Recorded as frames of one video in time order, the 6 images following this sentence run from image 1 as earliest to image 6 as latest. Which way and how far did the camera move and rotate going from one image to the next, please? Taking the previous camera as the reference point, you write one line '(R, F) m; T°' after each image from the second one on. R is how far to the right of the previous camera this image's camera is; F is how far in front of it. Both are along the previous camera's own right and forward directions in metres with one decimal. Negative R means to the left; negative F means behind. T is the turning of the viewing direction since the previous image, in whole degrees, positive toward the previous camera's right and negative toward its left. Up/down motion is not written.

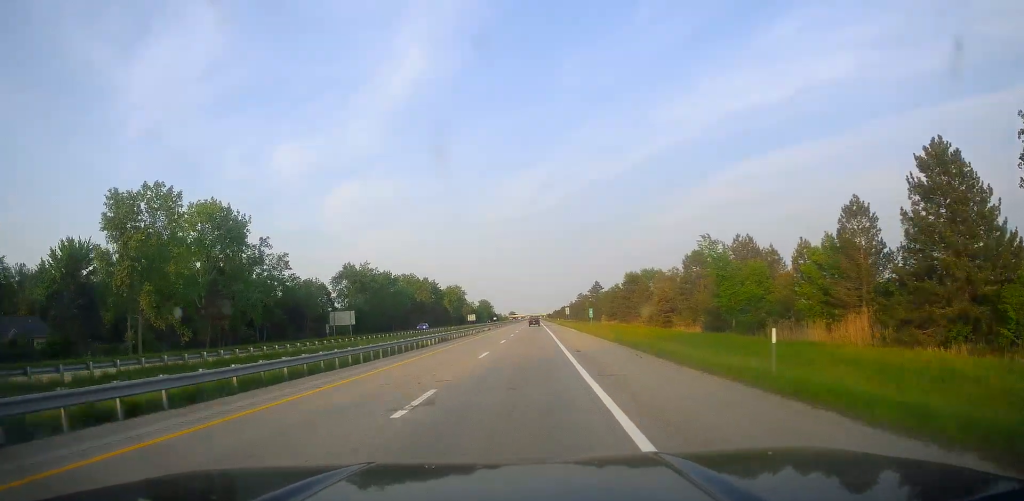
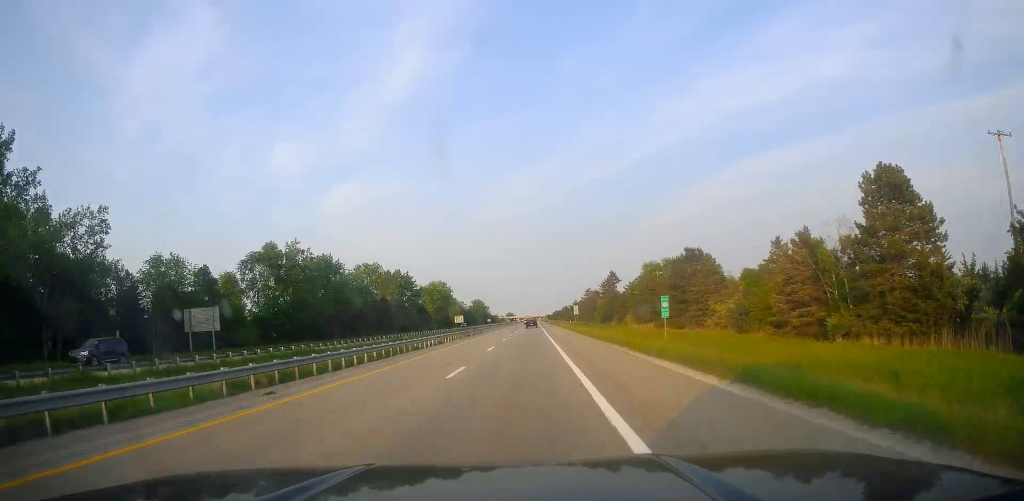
(-0.6, +53.5) m; 0°
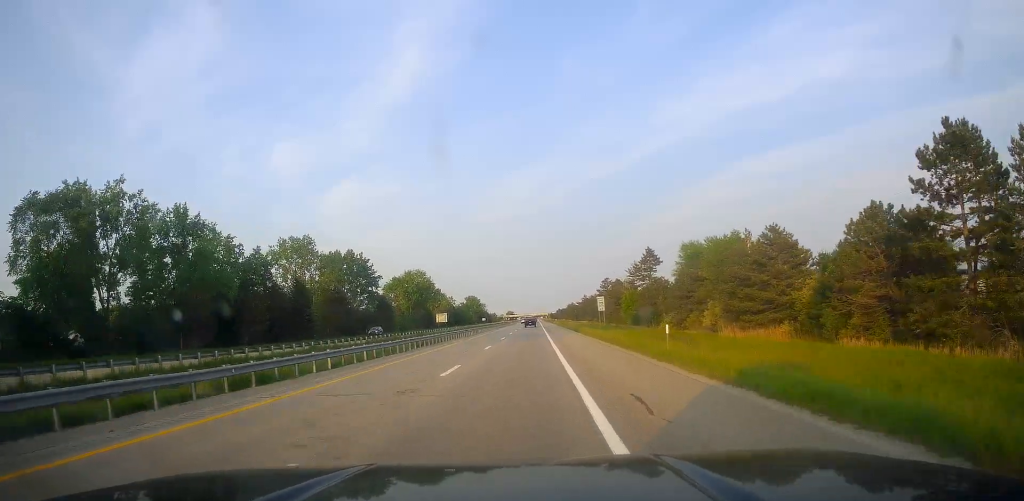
(0.0, +60.7) m; 0°
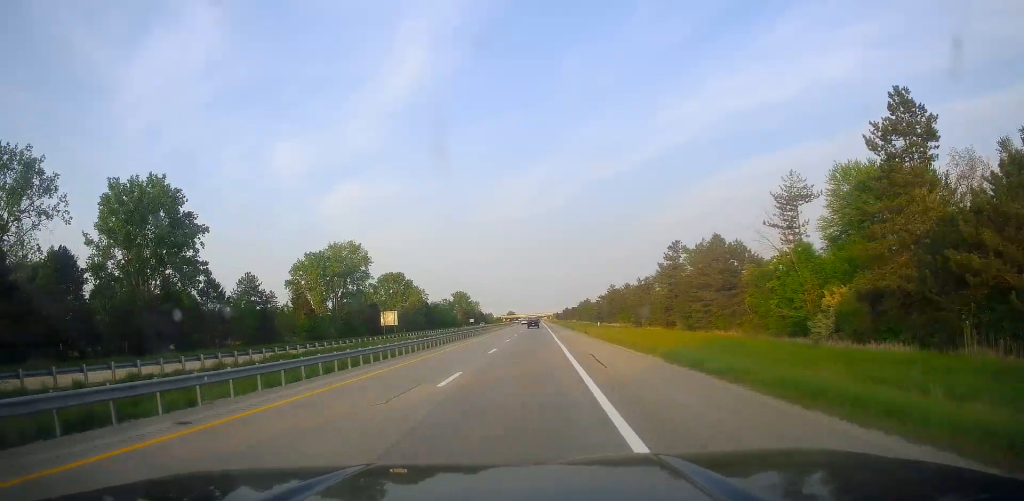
(+0.8, +93.5) m; 0°
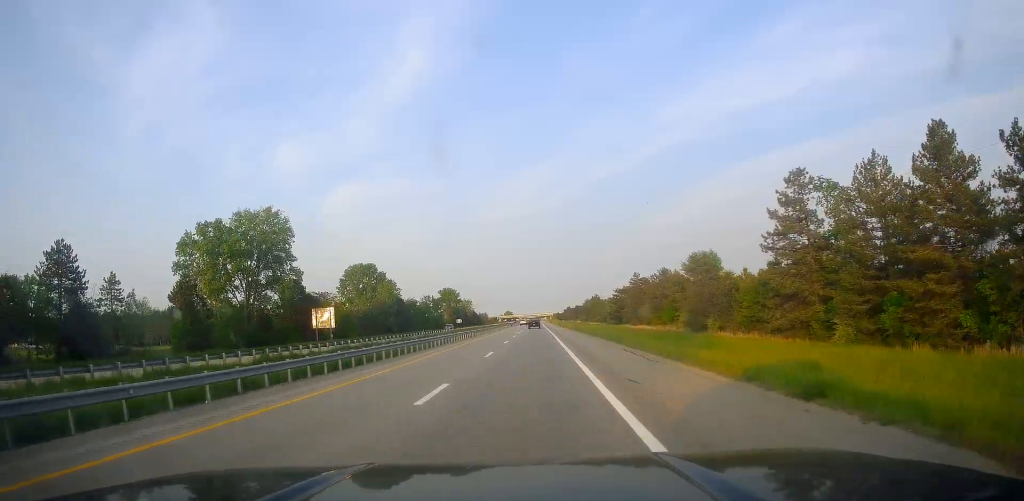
(+0.1, +49.0) m; +1°
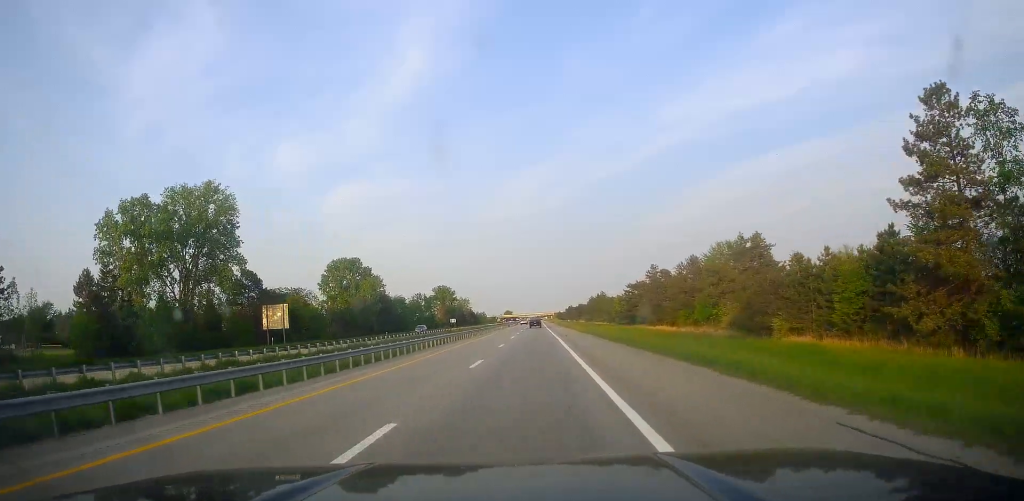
(+0.1, +21.5) m; 0°
